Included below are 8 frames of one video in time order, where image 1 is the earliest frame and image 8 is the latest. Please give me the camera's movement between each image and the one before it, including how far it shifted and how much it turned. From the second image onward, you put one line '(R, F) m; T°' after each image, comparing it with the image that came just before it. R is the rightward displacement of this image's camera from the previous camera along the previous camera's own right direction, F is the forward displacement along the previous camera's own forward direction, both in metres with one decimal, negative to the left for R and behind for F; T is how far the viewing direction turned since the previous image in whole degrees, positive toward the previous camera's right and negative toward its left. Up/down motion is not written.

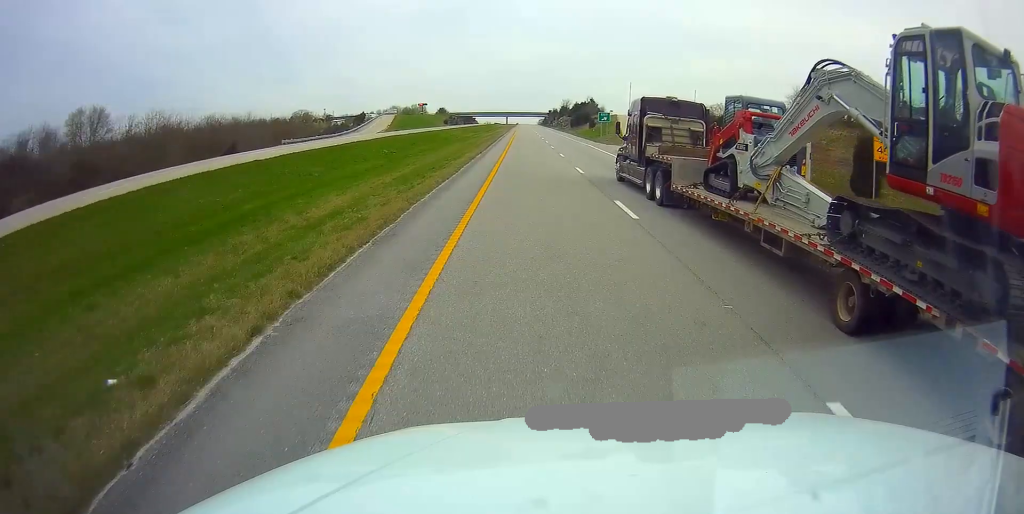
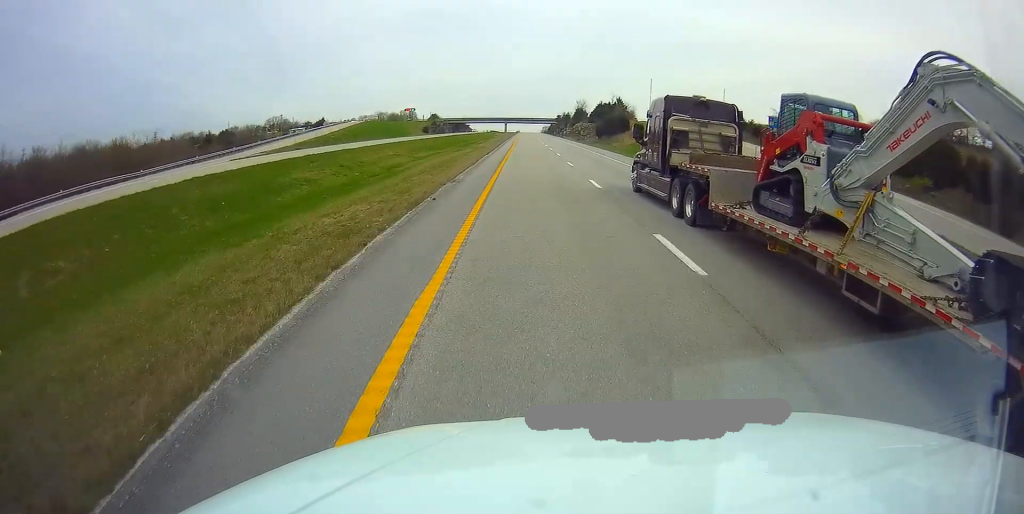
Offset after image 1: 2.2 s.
(+0.1, +65.6) m; 0°
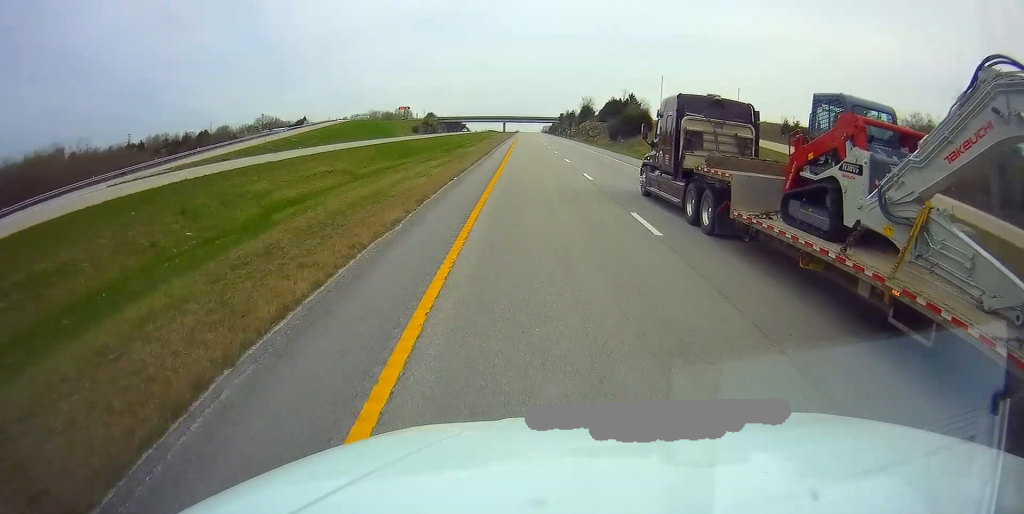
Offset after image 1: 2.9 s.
(0.0, +21.1) m; 0°
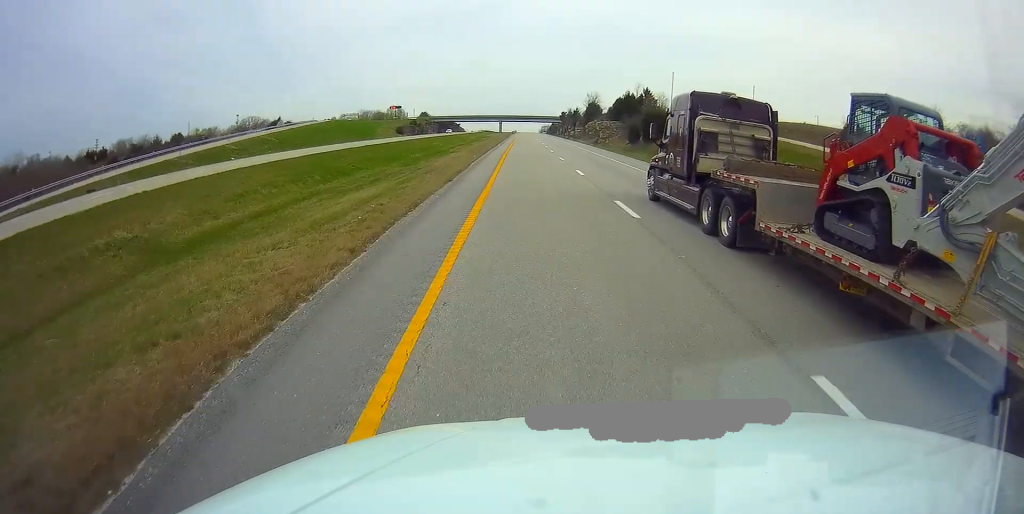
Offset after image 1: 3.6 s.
(-0.1, +22.0) m; 0°
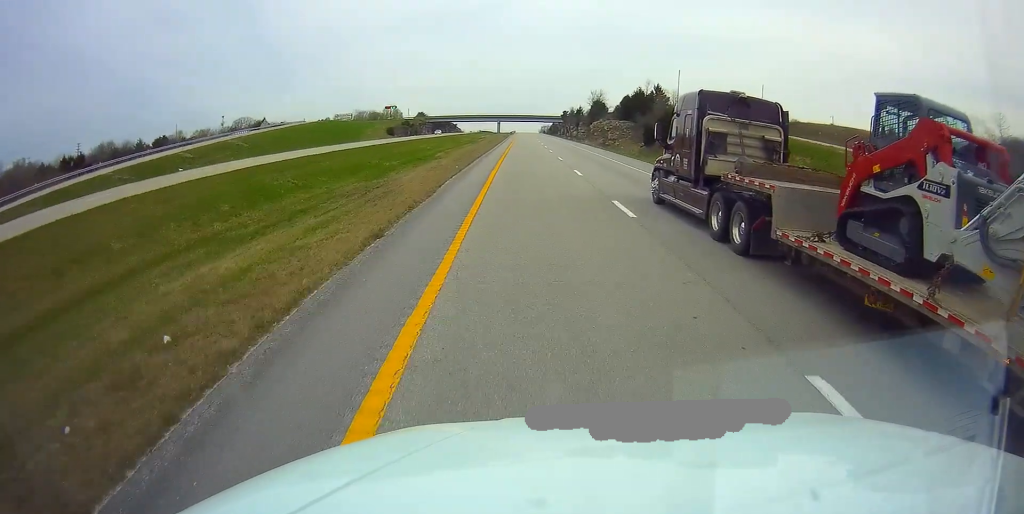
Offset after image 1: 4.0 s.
(+0.1, +12.0) m; 0°
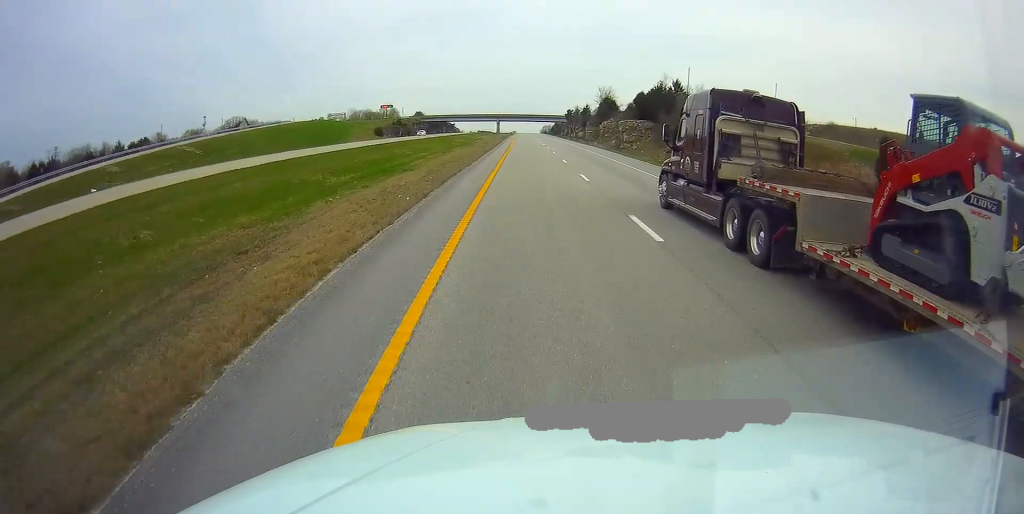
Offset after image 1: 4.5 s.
(+0.2, +14.9) m; 0°
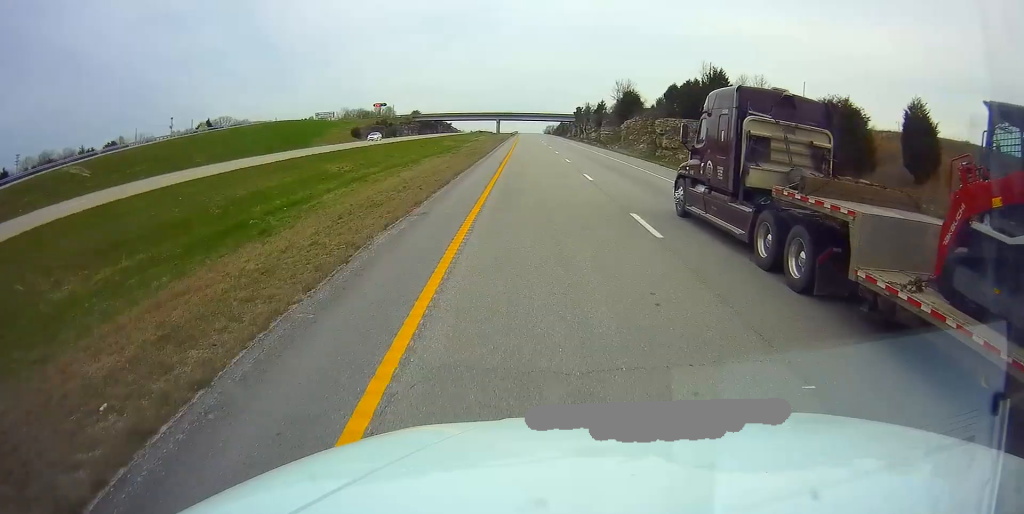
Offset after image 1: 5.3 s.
(-0.1, +23.9) m; 0°
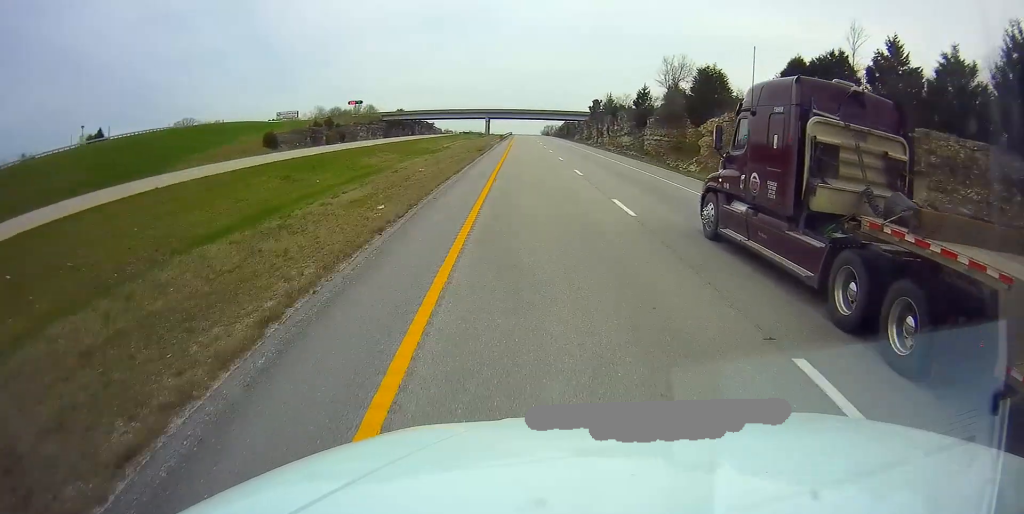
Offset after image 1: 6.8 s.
(+0.1, +45.7) m; 0°
